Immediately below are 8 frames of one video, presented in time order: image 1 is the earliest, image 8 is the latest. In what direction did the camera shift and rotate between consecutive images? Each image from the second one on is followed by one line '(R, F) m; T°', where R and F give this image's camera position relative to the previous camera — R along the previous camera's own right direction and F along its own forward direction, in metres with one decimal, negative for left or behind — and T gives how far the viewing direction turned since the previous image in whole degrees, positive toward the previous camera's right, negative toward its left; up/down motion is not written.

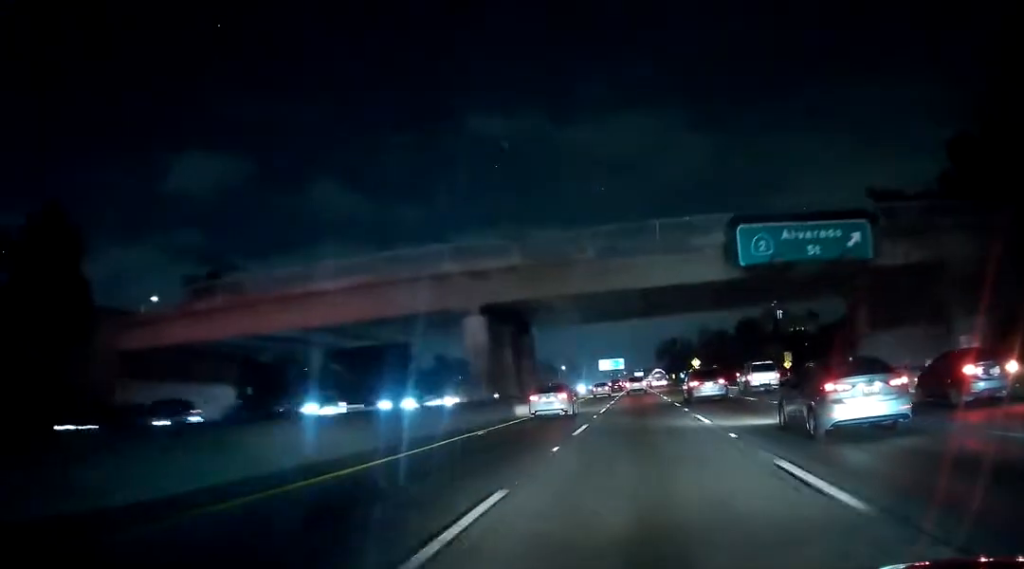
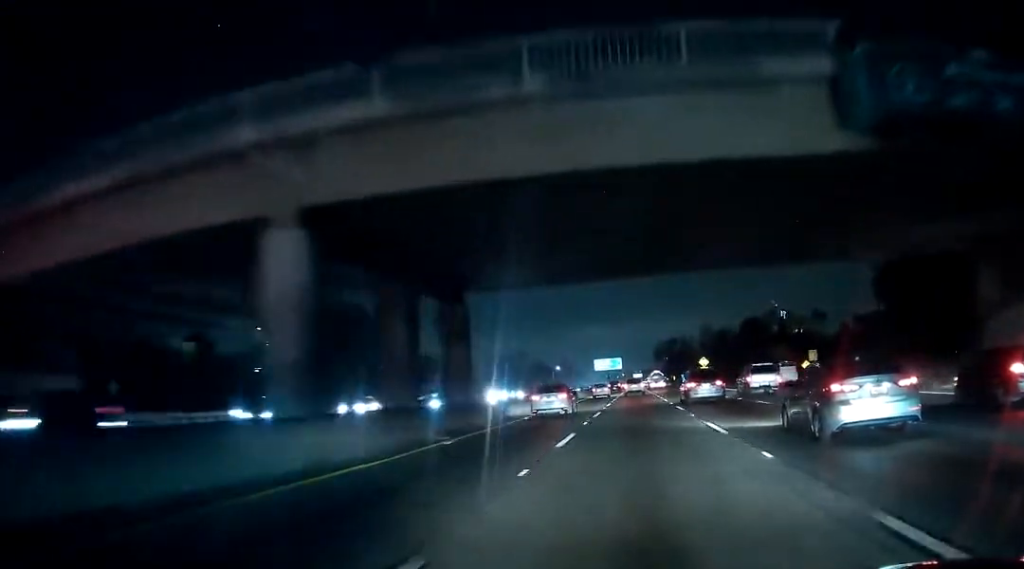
(0.0, +19.0) m; 0°
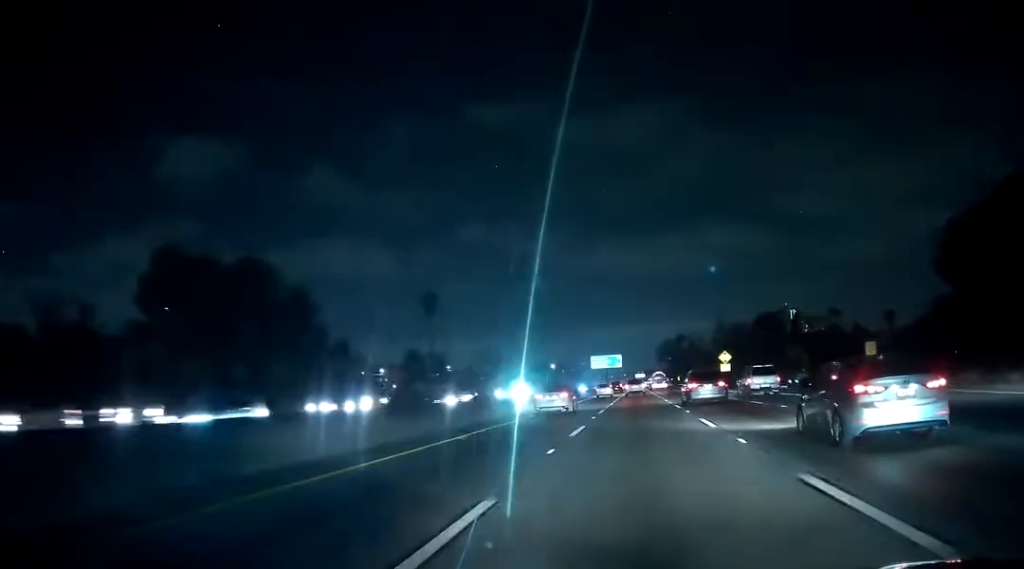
(0.0, +25.5) m; 0°
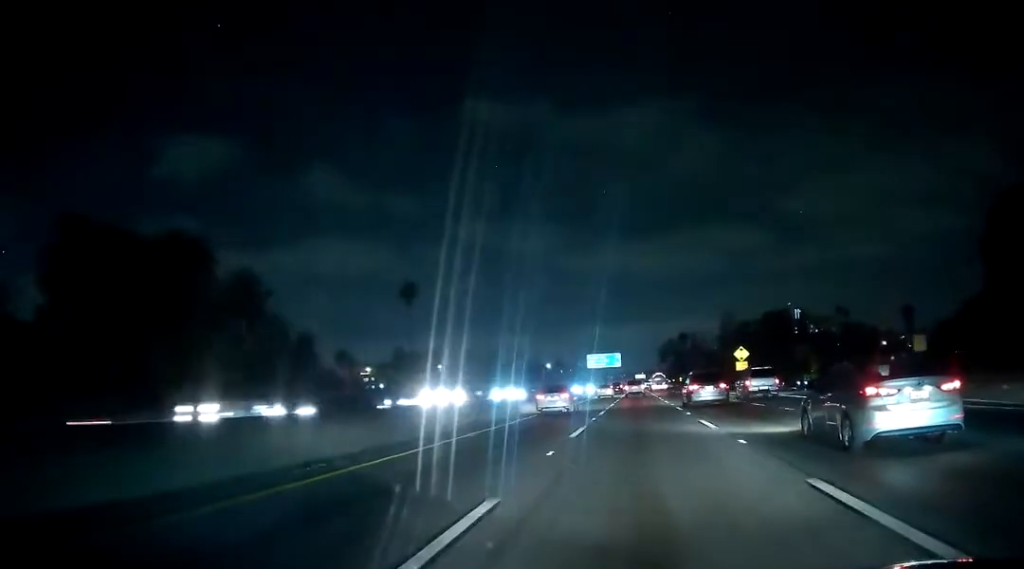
(0.0, +15.2) m; 0°
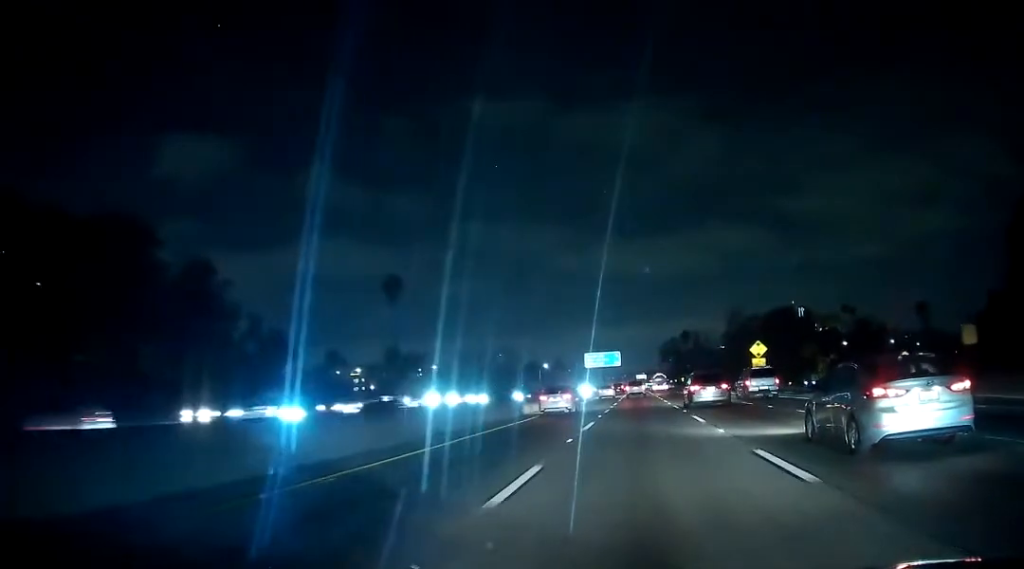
(+0.1, +10.5) m; 0°
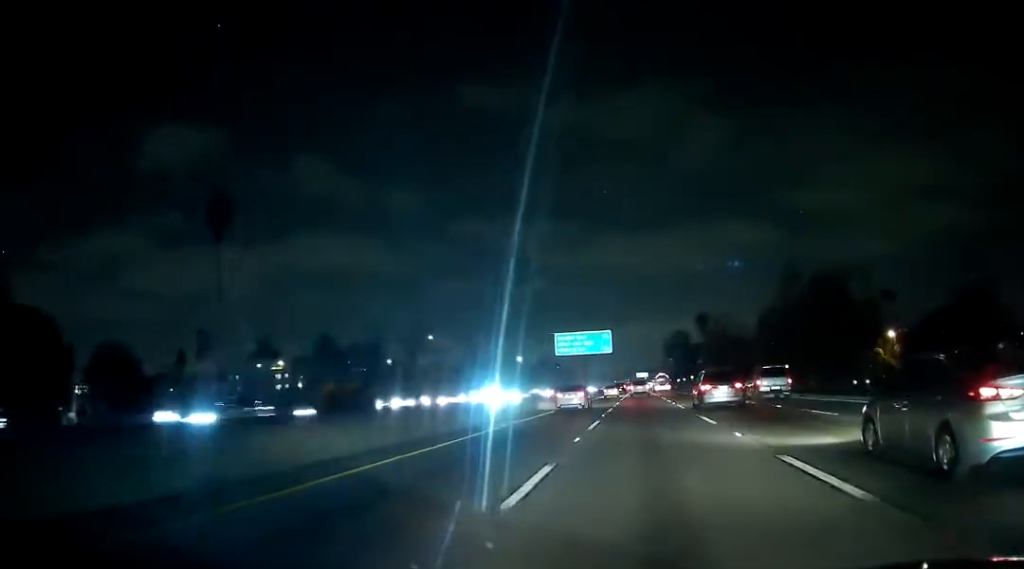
(-0.4, +60.5) m; 0°
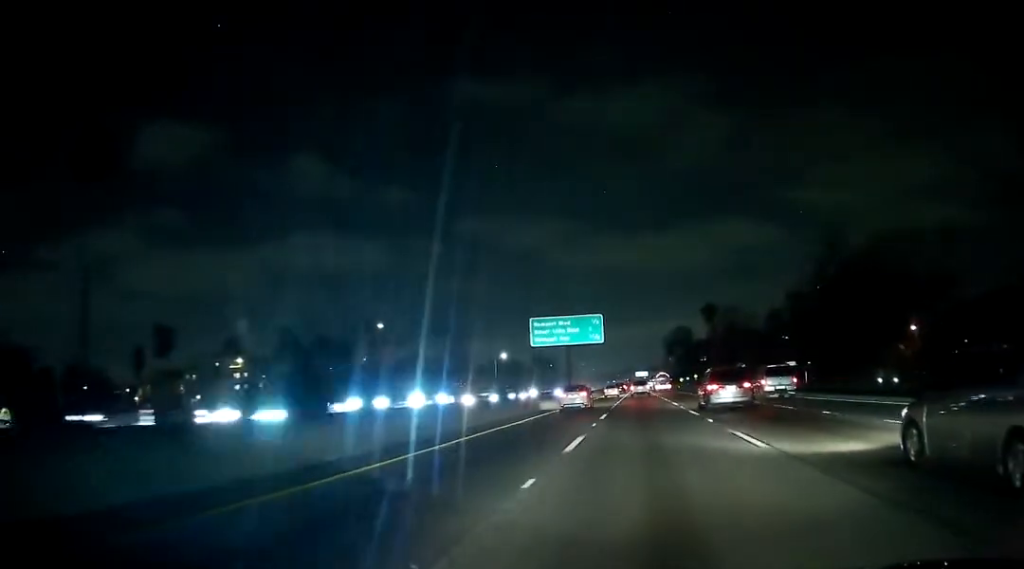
(-0.1, +22.2) m; 0°
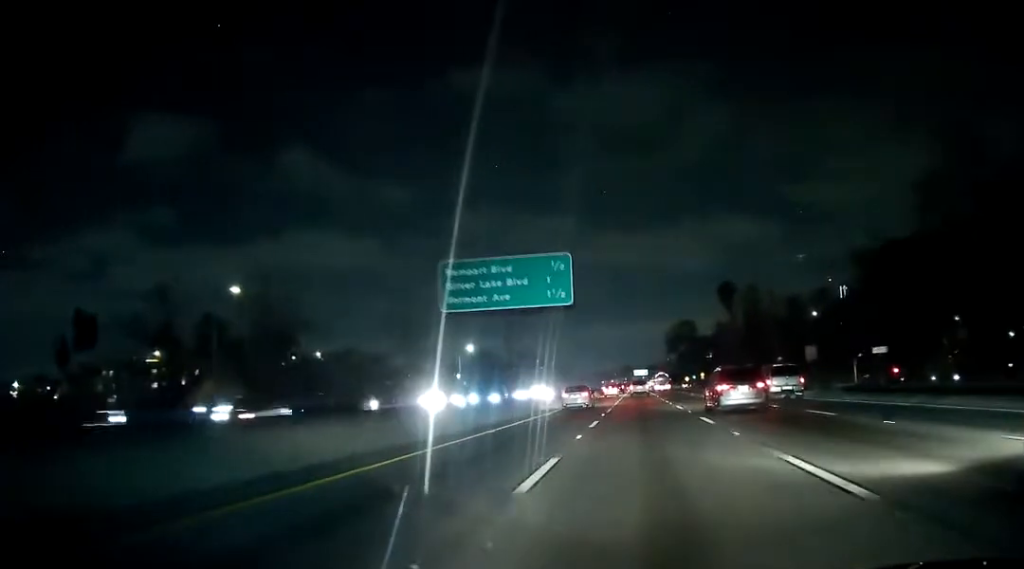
(+0.1, +36.4) m; 0°
